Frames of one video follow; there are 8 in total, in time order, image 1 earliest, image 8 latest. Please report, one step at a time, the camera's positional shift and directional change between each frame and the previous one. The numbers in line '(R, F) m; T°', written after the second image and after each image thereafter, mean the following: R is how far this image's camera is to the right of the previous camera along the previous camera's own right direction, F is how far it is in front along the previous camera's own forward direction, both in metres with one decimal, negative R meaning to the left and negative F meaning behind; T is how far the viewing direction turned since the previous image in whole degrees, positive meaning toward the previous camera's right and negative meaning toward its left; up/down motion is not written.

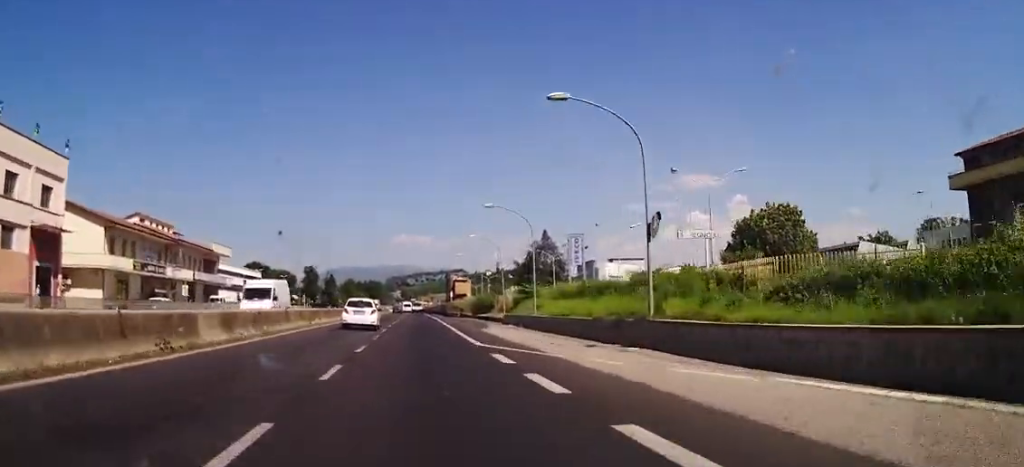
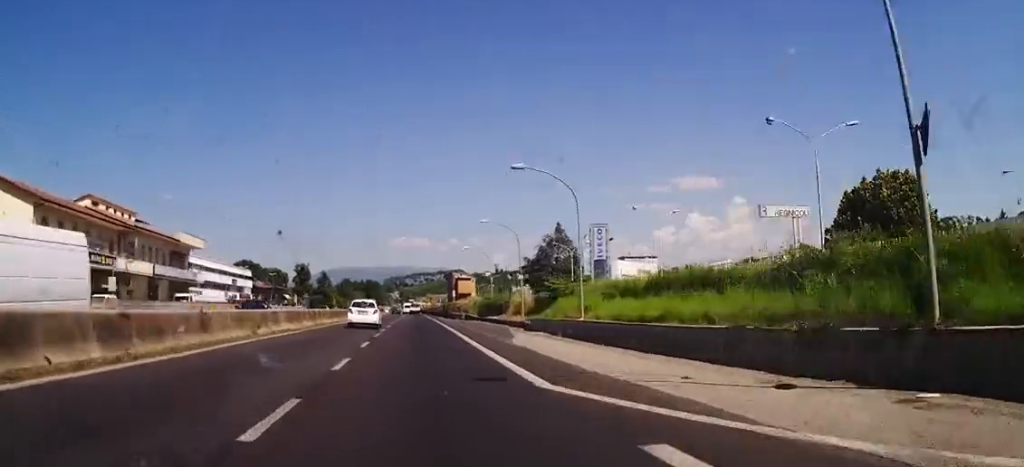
(-0.1, +12.4) m; 0°
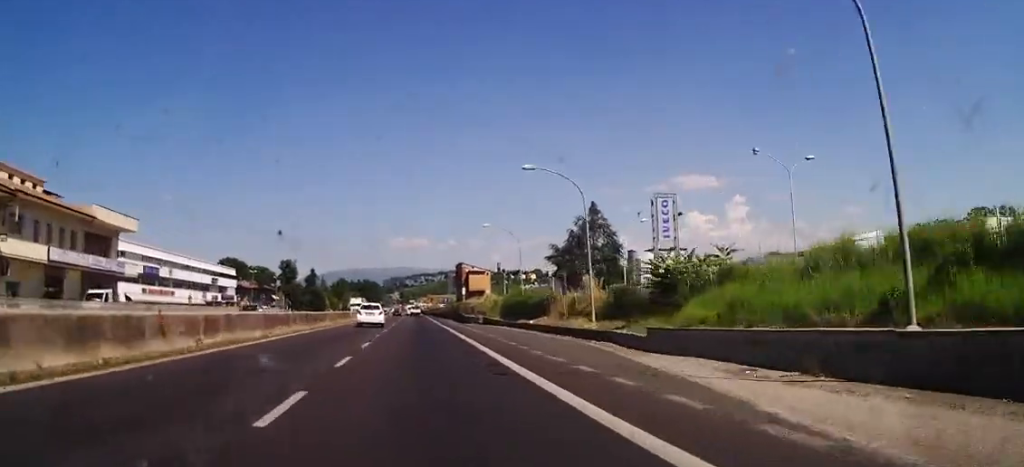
(-0.3, +21.4) m; 0°
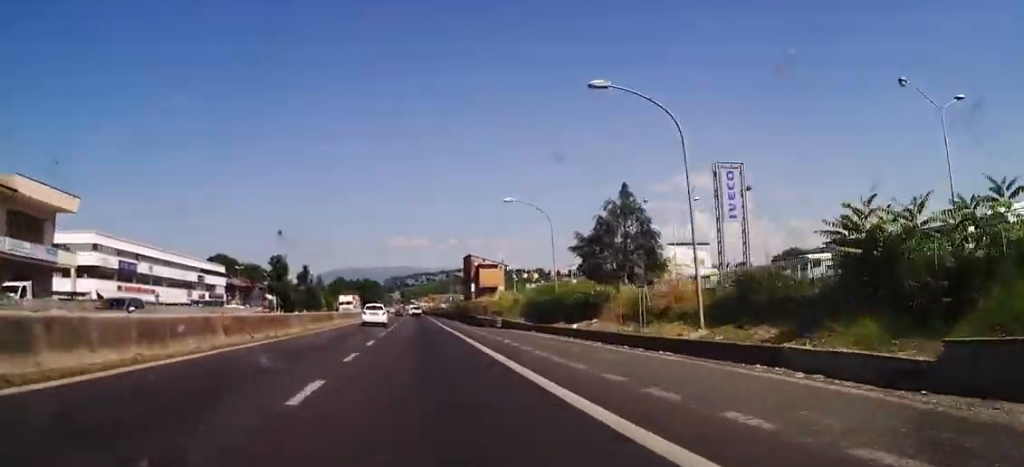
(0.0, +13.2) m; +1°
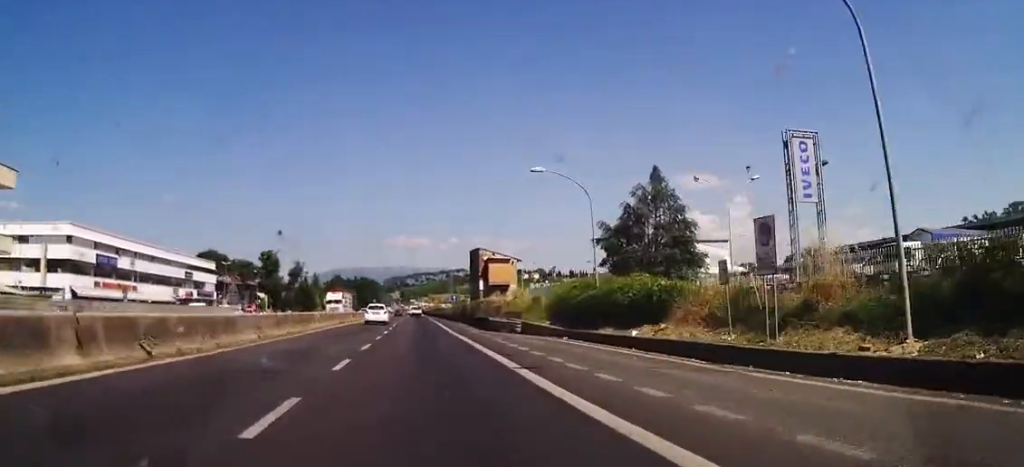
(+0.1, +9.9) m; +1°
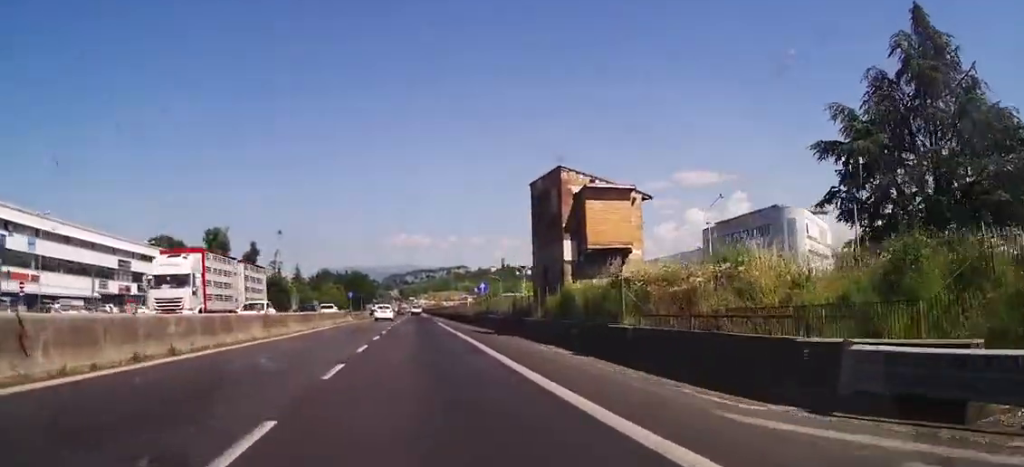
(+1.4, +37.6) m; 0°
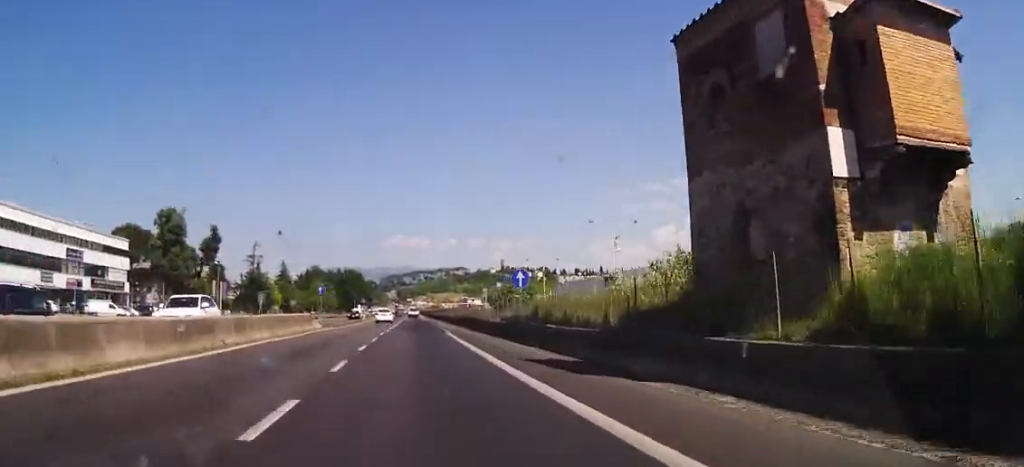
(-1.1, +19.8) m; -3°
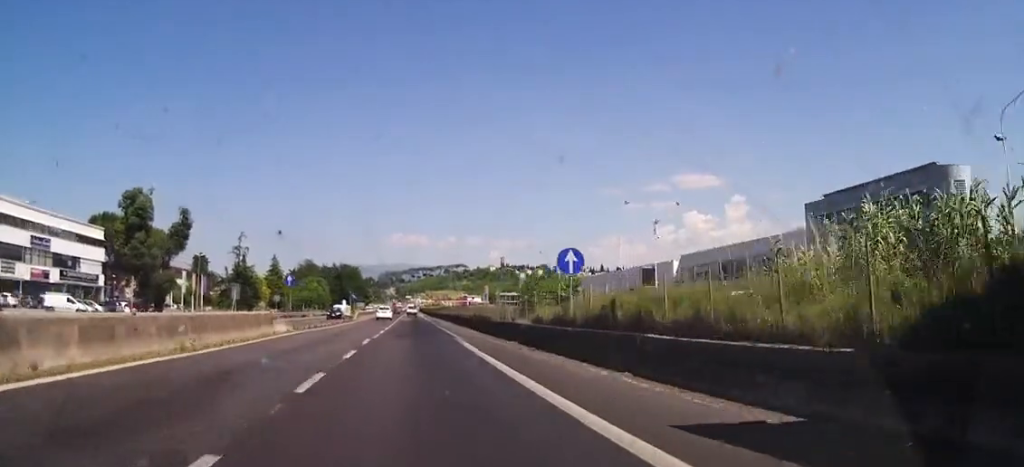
(-0.1, +11.0) m; 0°
